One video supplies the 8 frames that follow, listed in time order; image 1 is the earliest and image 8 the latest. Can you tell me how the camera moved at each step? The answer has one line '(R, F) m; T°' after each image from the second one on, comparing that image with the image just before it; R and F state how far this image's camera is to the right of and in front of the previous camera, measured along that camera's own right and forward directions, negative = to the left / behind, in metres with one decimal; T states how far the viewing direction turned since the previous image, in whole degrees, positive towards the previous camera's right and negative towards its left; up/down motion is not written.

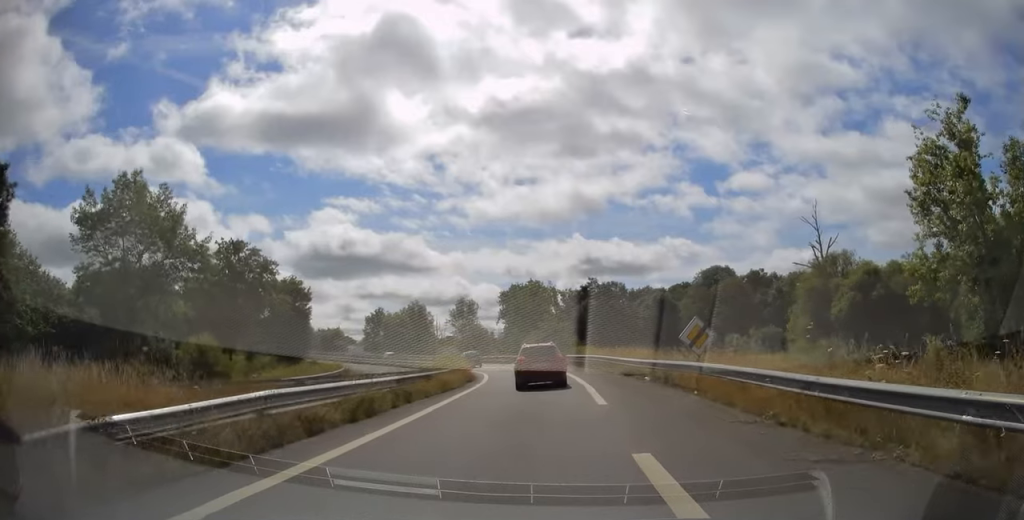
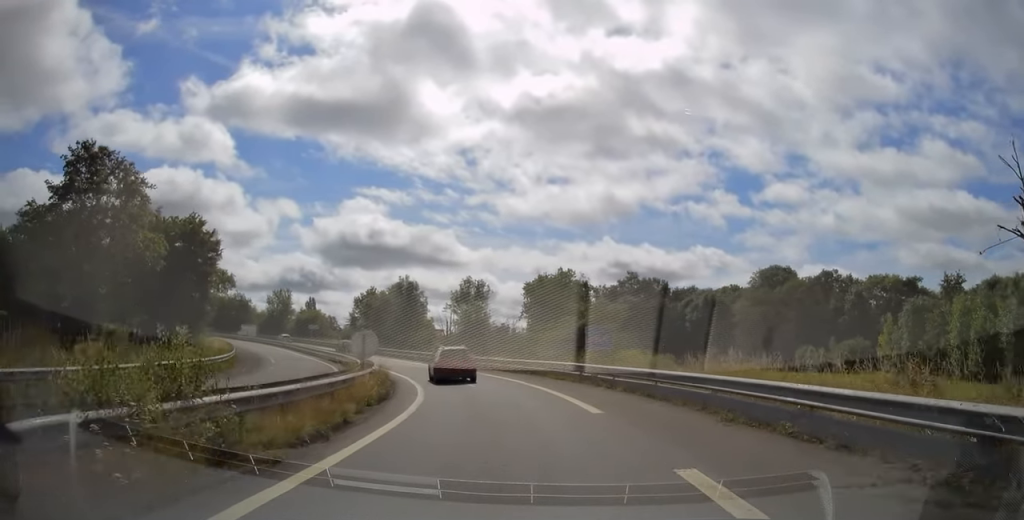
(+0.5, +26.9) m; 0°
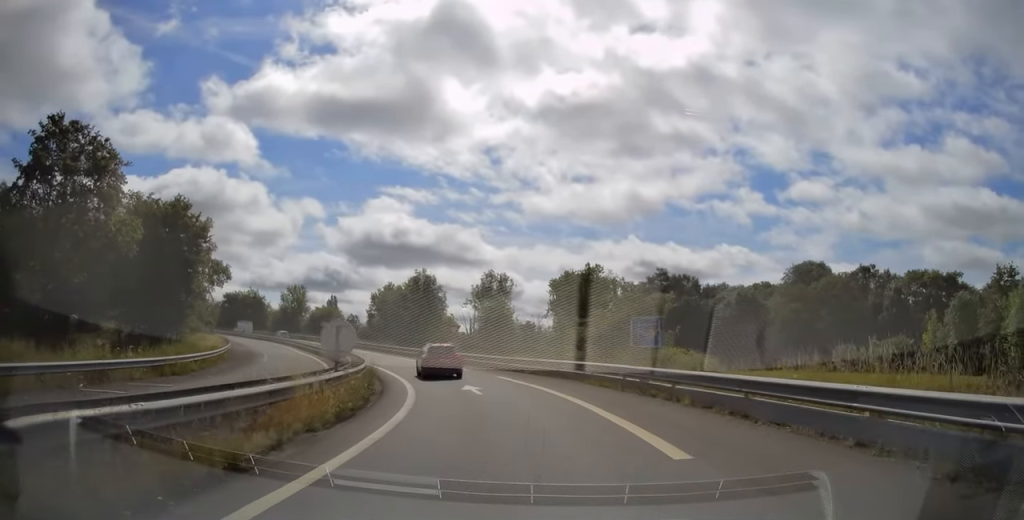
(+0.1, +5.5) m; -1°
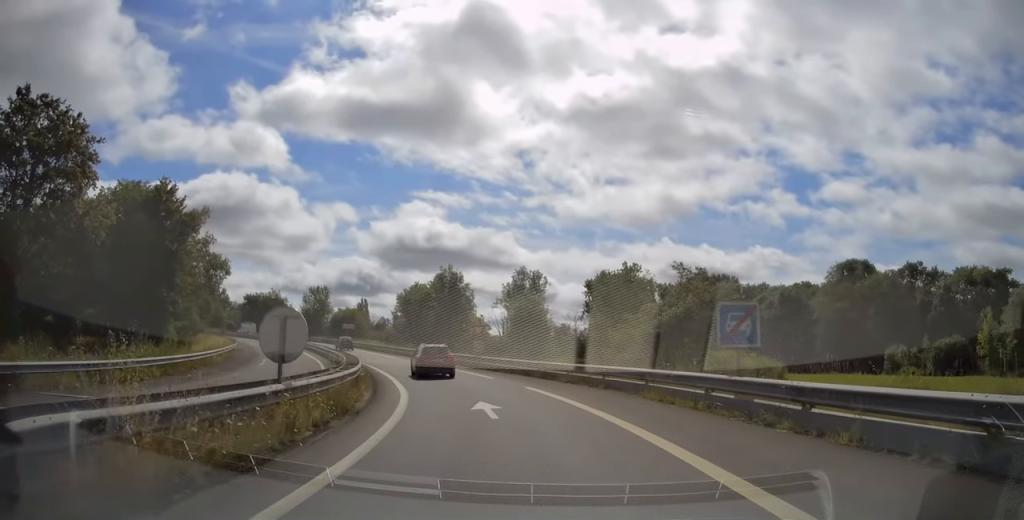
(-0.2, +5.8) m; -4°
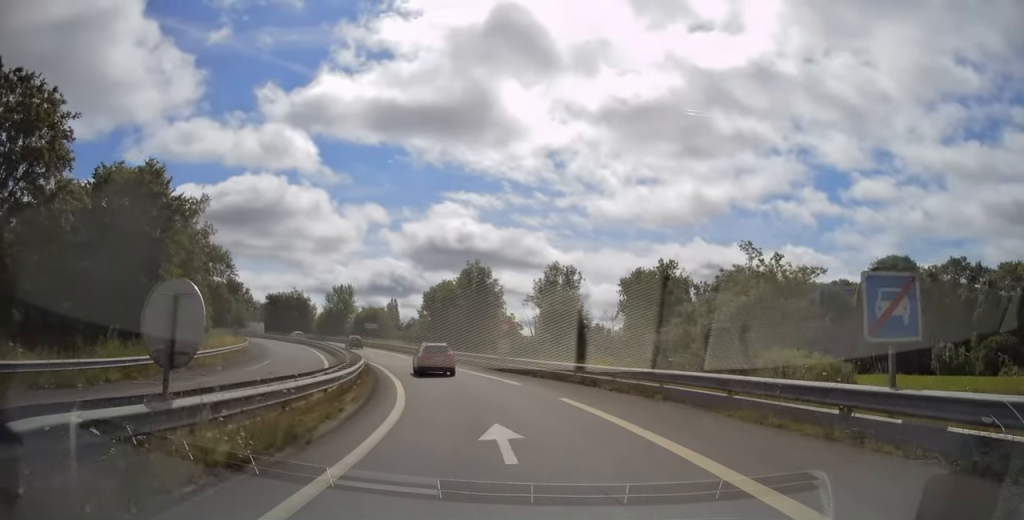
(+0.1, +4.6) m; -3°
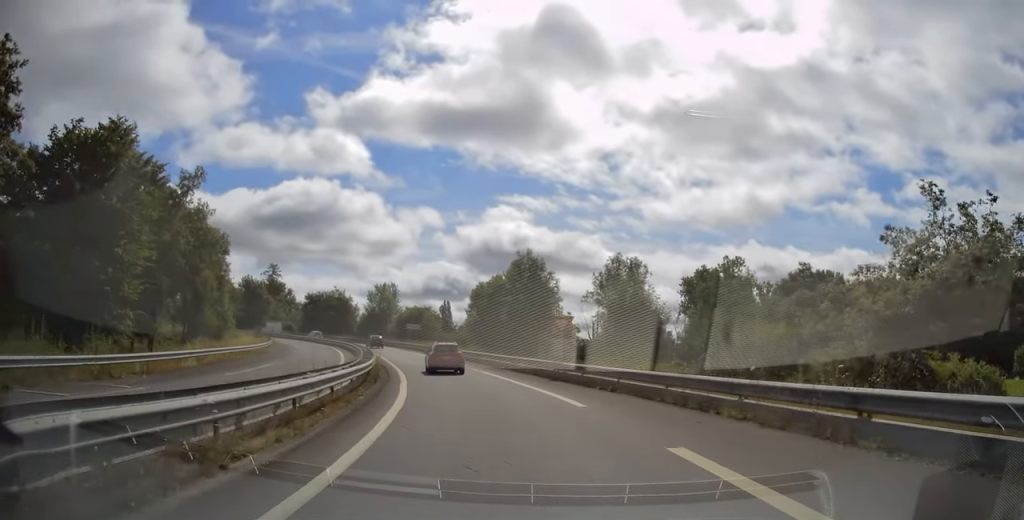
(-0.7, +7.7) m; -5°
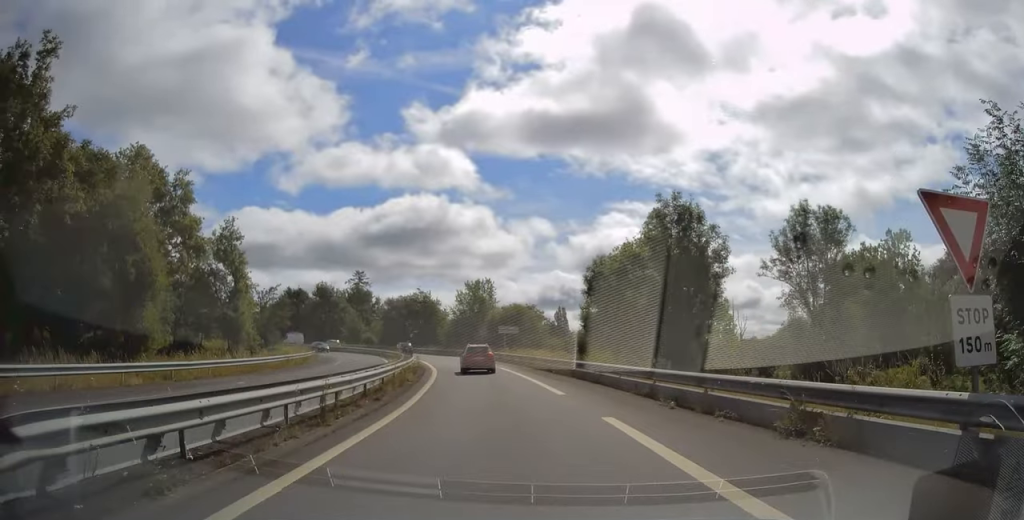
(-2.0, +20.8) m; -11°
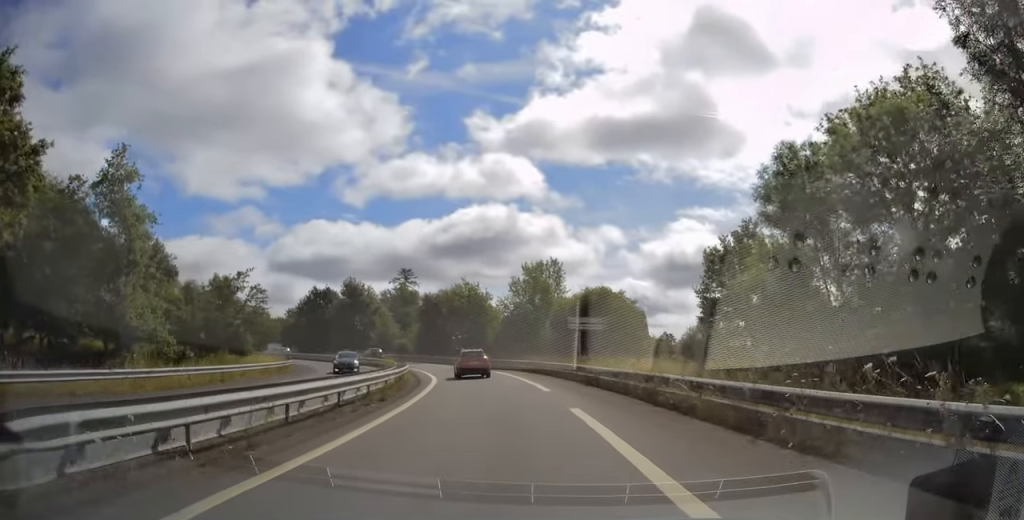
(-2.2, +22.9) m; -9°
